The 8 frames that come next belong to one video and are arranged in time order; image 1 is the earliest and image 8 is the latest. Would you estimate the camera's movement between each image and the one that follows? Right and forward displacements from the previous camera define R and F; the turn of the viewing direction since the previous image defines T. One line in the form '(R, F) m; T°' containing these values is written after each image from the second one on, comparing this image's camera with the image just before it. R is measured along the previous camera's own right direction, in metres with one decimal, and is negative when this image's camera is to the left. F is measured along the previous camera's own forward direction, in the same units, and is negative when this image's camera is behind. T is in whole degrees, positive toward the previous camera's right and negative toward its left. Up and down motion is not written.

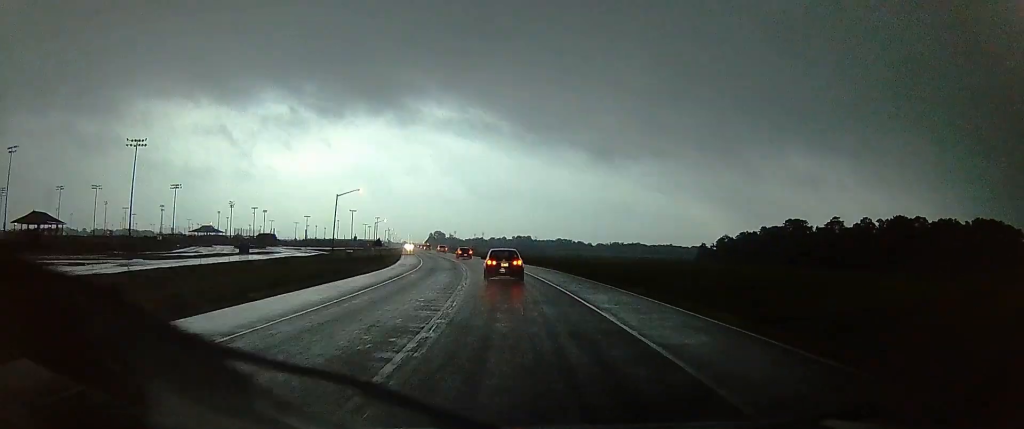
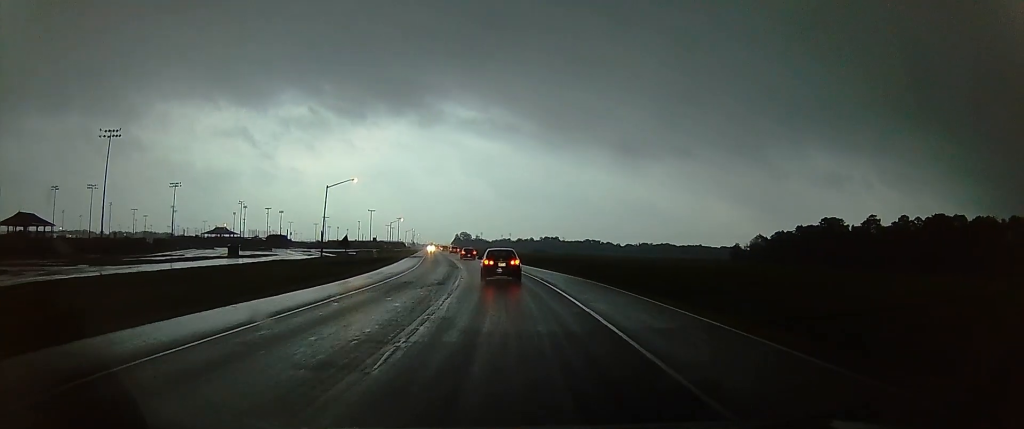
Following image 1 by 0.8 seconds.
(-1.1, +15.7) m; -3°
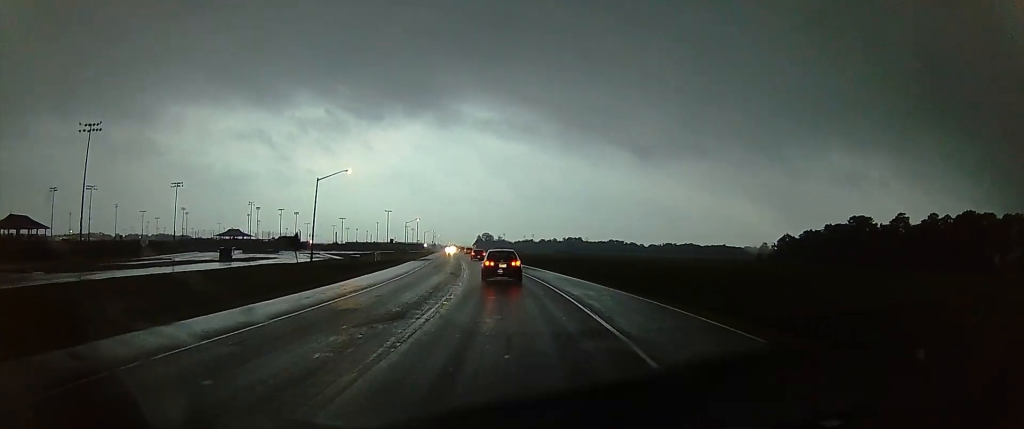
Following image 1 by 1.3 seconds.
(+0.3, +10.8) m; 0°
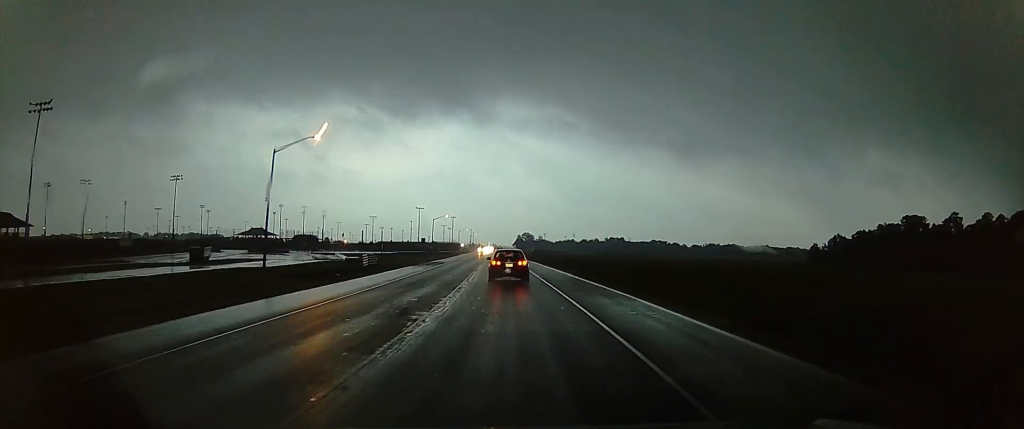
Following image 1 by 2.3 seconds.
(-0.2, +21.2) m; -2°
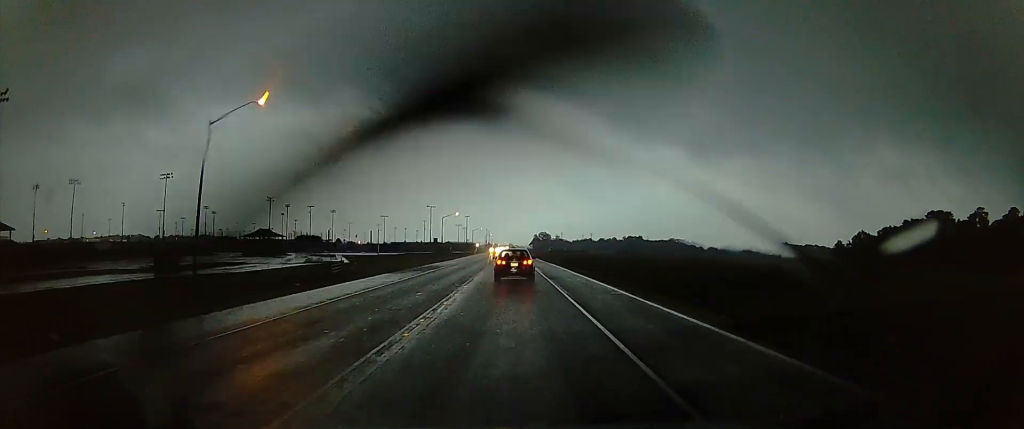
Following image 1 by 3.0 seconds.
(-0.2, +13.1) m; -2°
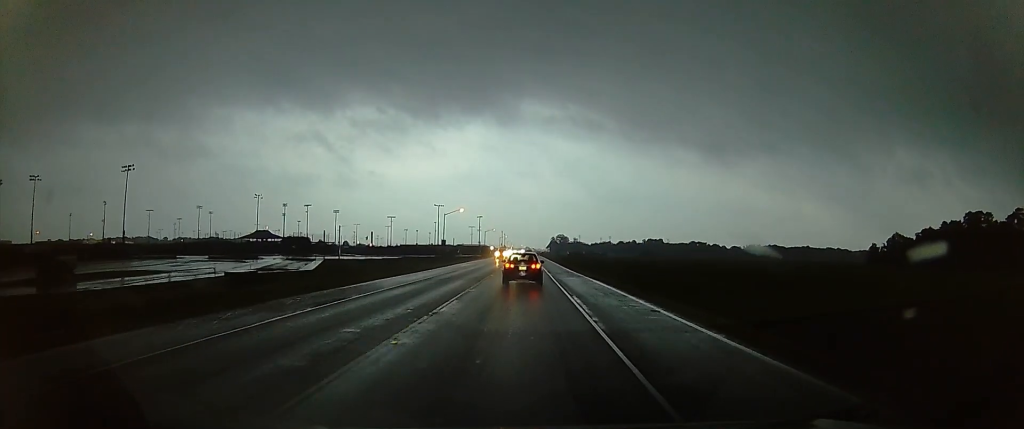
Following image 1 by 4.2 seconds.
(-1.0, +24.9) m; -4°
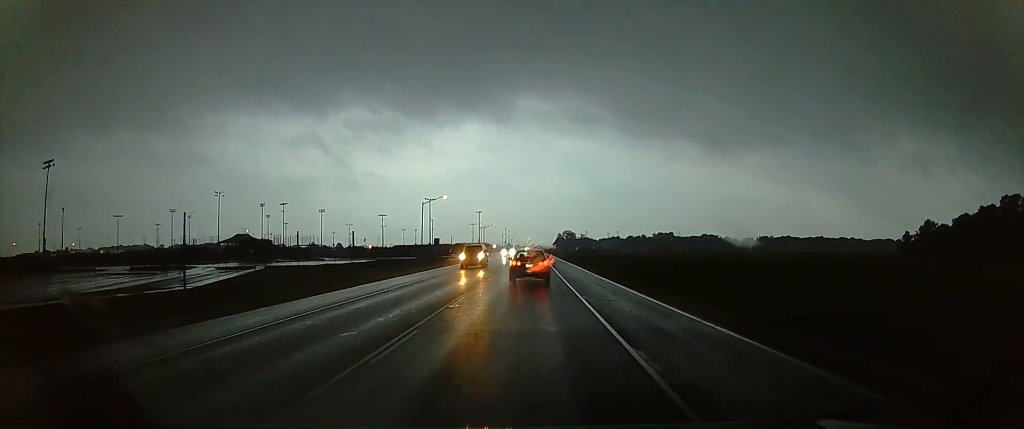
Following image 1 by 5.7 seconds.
(-0.7, +30.9) m; -2°
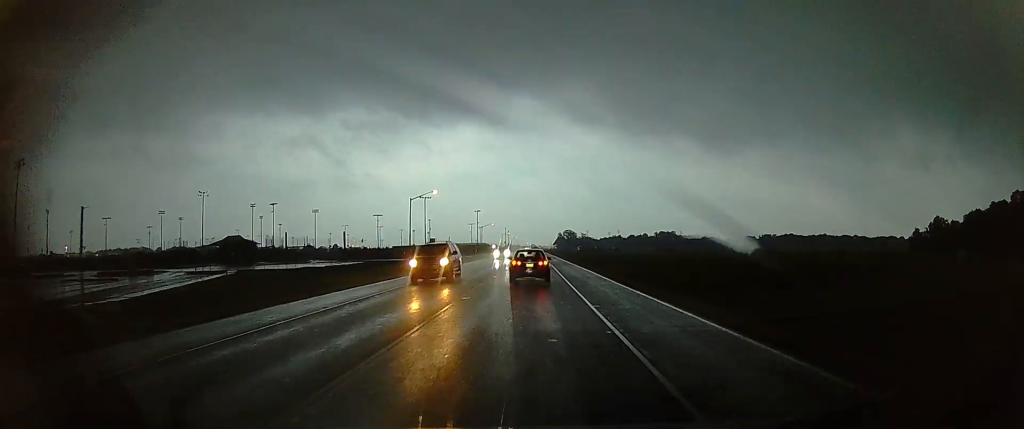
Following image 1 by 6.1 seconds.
(-0.2, +9.8) m; 0°
